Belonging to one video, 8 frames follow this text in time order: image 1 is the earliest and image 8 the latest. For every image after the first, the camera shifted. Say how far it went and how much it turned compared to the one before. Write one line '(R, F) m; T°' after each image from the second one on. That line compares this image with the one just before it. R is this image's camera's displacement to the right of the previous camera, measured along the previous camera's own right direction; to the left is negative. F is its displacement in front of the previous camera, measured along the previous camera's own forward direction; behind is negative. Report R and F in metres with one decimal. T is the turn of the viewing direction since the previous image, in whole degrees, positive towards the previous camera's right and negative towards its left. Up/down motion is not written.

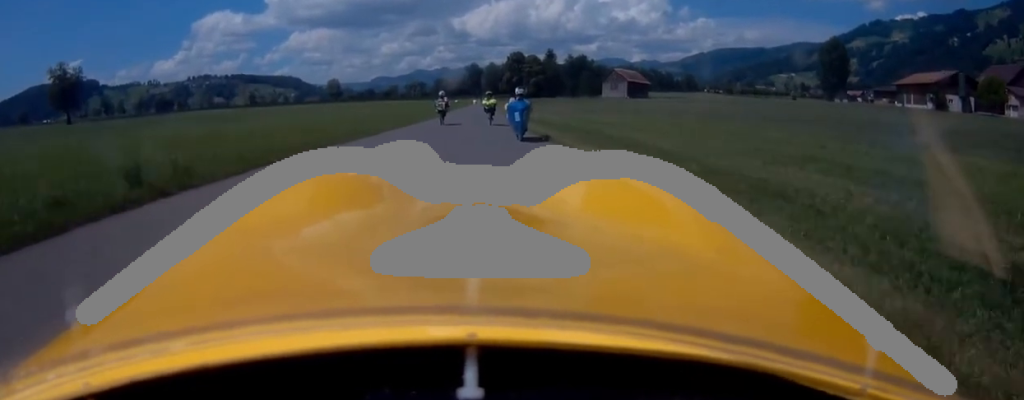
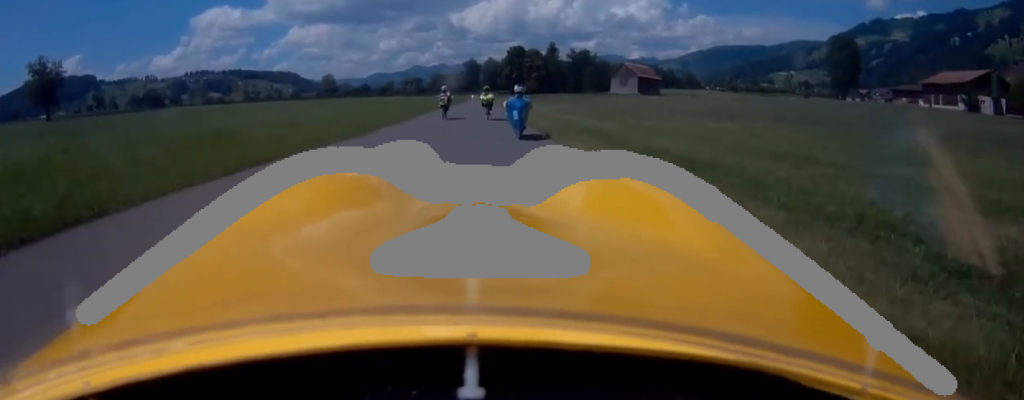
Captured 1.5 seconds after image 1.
(+0.1, +11.7) m; 0°
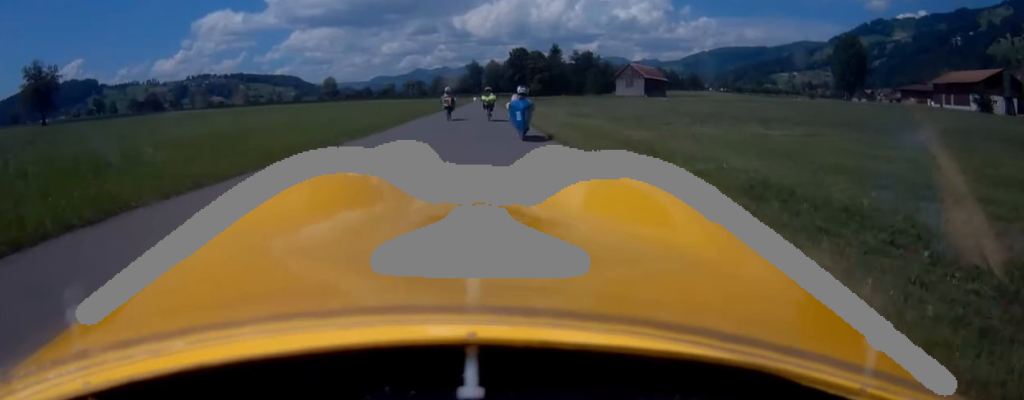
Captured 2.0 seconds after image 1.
(-0.2, +3.6) m; 0°
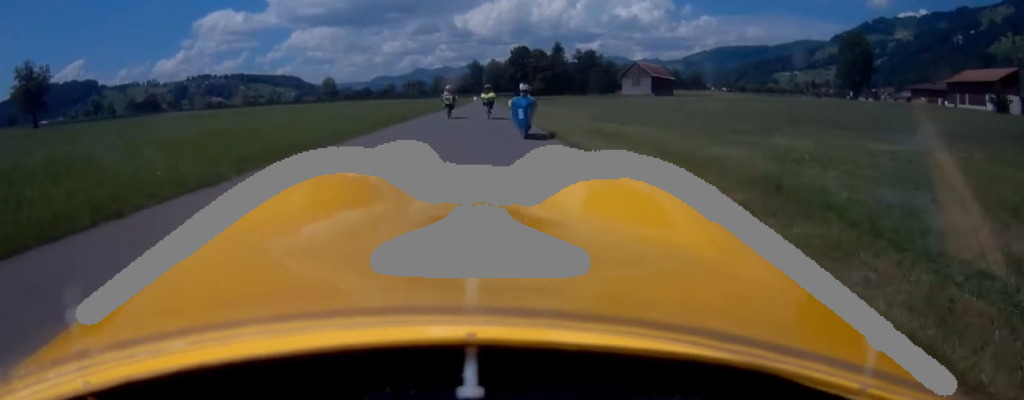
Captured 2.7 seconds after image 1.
(+0.1, +5.2) m; +1°
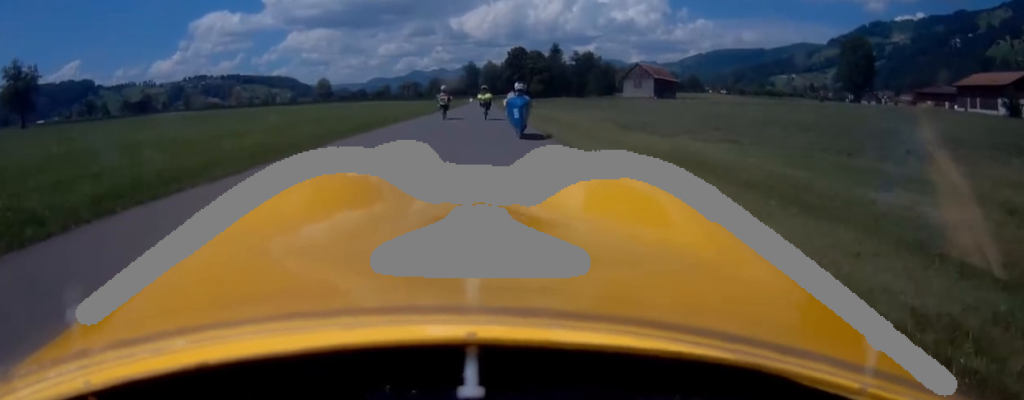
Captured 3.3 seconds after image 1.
(+0.2, +5.0) m; +1°
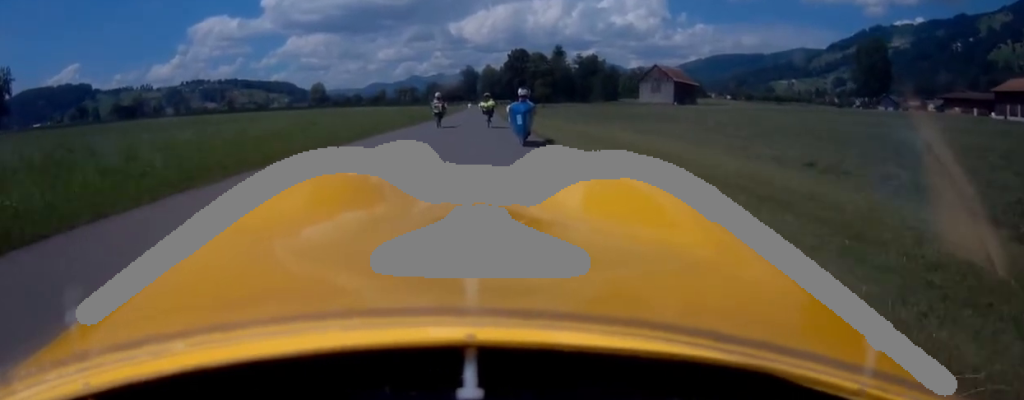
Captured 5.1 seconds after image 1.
(0.0, +14.2) m; 0°
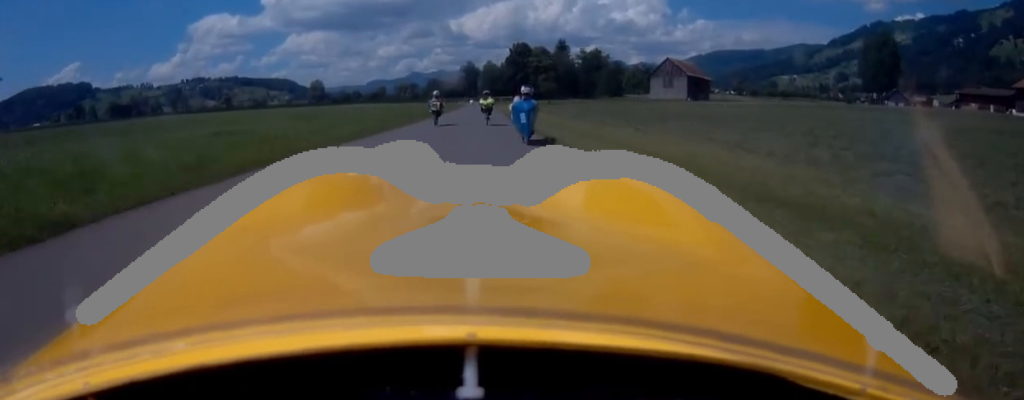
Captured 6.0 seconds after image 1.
(-0.1, +7.1) m; -1°
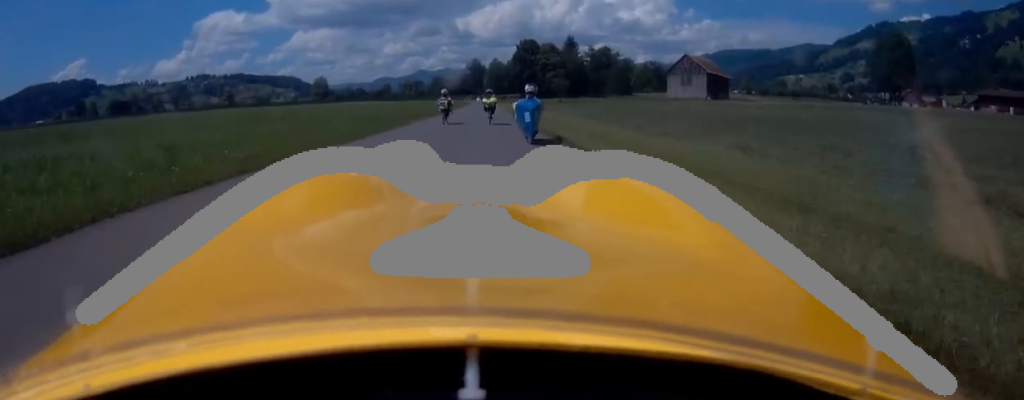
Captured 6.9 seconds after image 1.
(0.0, +6.8) m; -1°
